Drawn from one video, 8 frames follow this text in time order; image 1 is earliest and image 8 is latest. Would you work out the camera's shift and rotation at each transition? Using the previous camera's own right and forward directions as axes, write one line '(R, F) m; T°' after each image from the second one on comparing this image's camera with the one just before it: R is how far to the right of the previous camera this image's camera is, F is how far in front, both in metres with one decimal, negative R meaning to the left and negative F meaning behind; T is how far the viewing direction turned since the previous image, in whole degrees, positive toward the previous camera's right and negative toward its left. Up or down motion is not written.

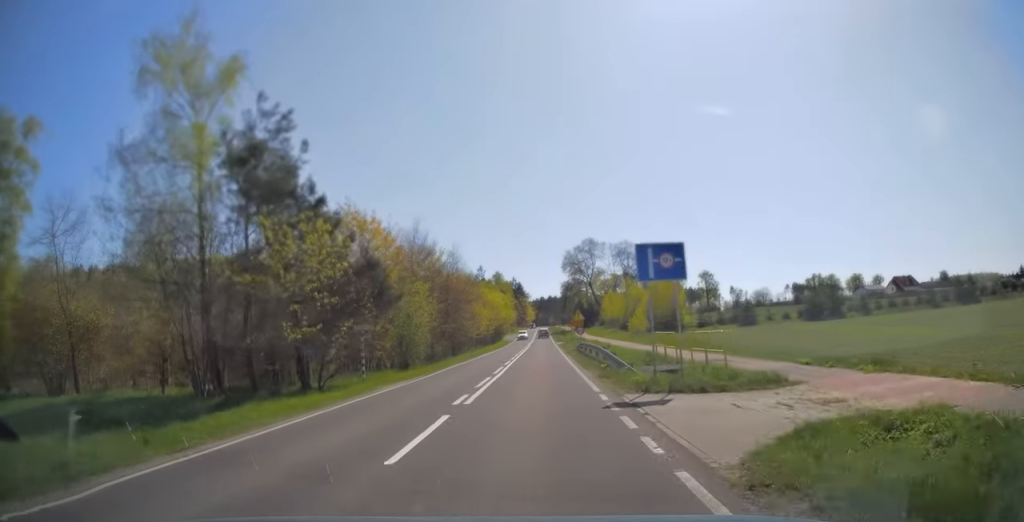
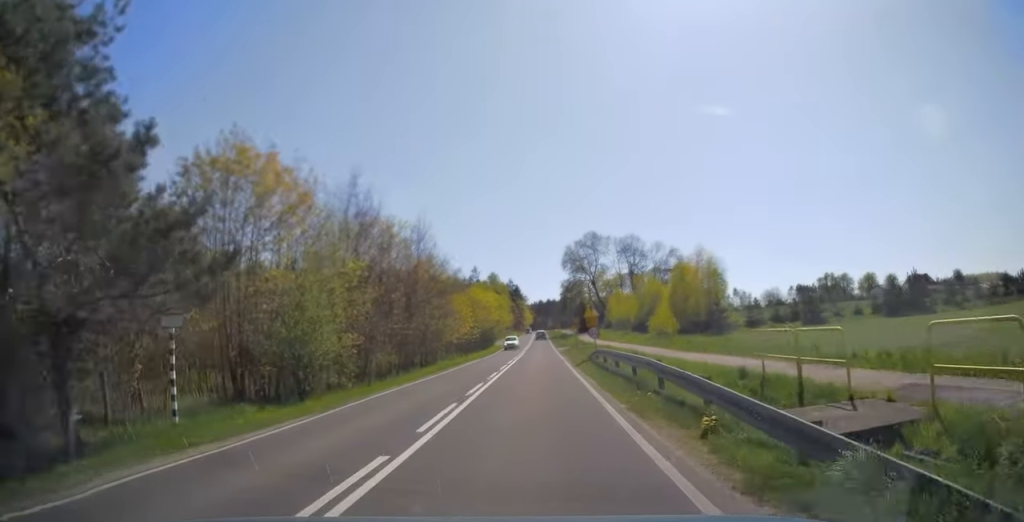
(0.0, +13.3) m; 0°
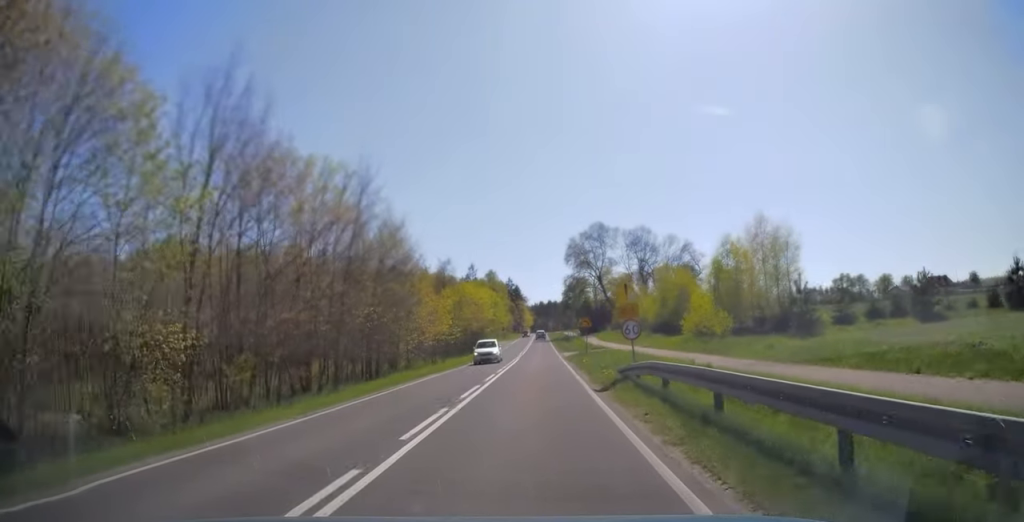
(0.0, +12.5) m; 0°
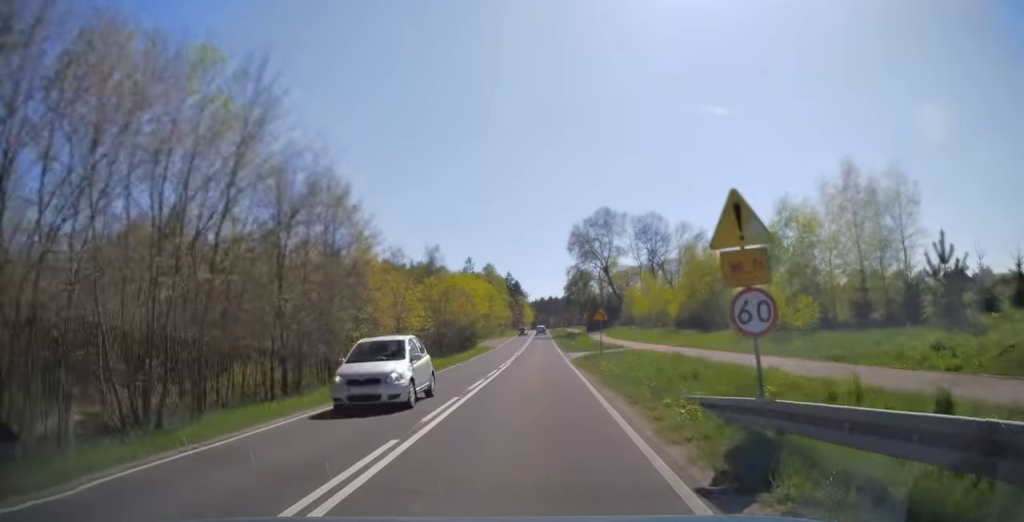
(0.0, +10.4) m; 0°
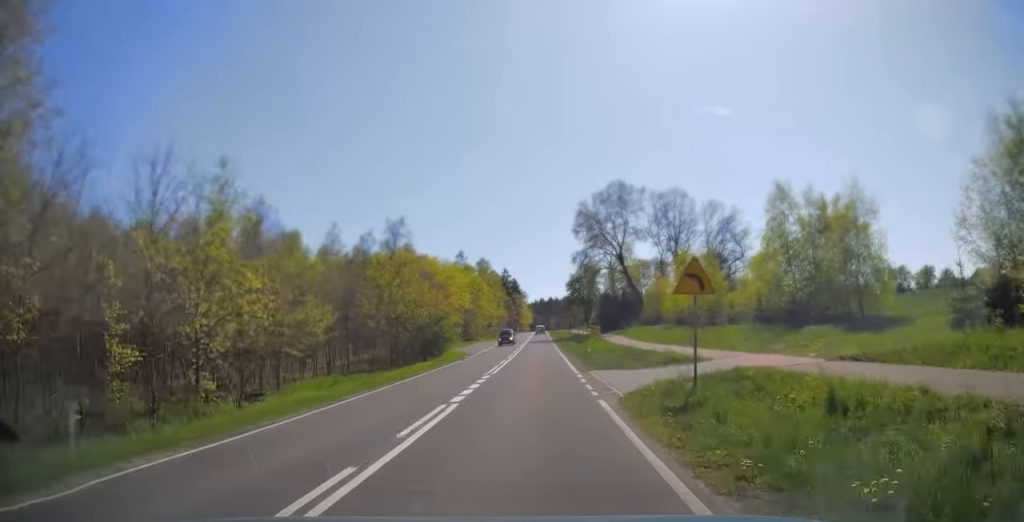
(0.0, +19.3) m; 0°
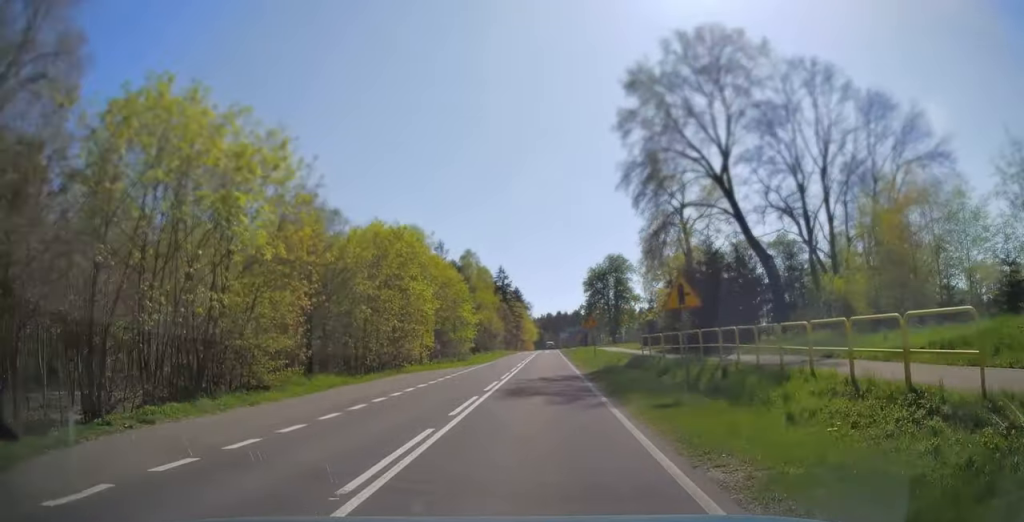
(-0.1, +46.9) m; 0°
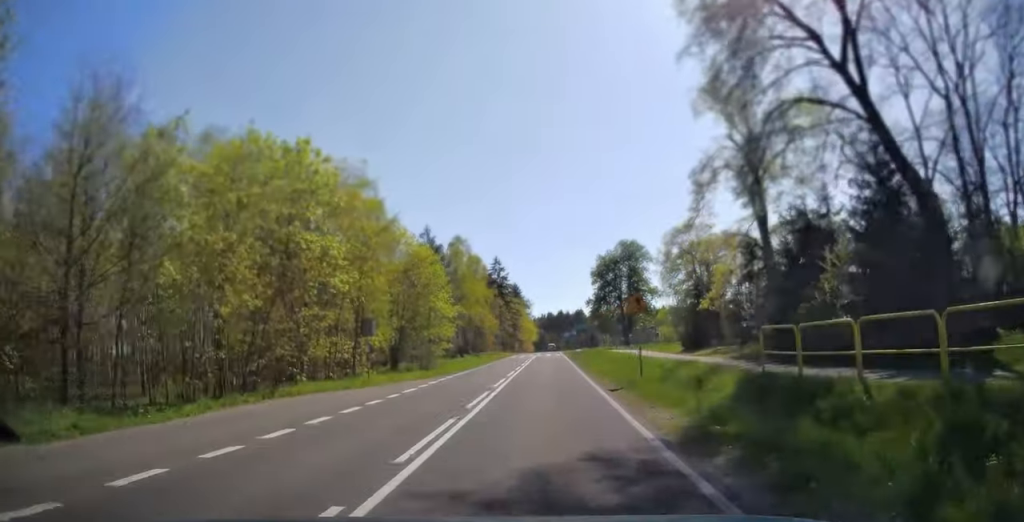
(0.0, +16.9) m; -1°
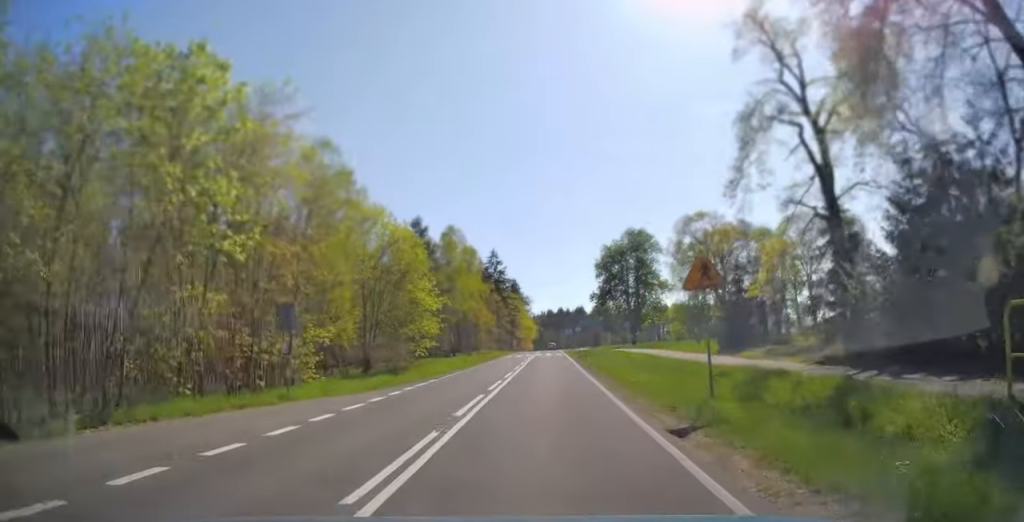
(0.0, +8.0) m; -1°
